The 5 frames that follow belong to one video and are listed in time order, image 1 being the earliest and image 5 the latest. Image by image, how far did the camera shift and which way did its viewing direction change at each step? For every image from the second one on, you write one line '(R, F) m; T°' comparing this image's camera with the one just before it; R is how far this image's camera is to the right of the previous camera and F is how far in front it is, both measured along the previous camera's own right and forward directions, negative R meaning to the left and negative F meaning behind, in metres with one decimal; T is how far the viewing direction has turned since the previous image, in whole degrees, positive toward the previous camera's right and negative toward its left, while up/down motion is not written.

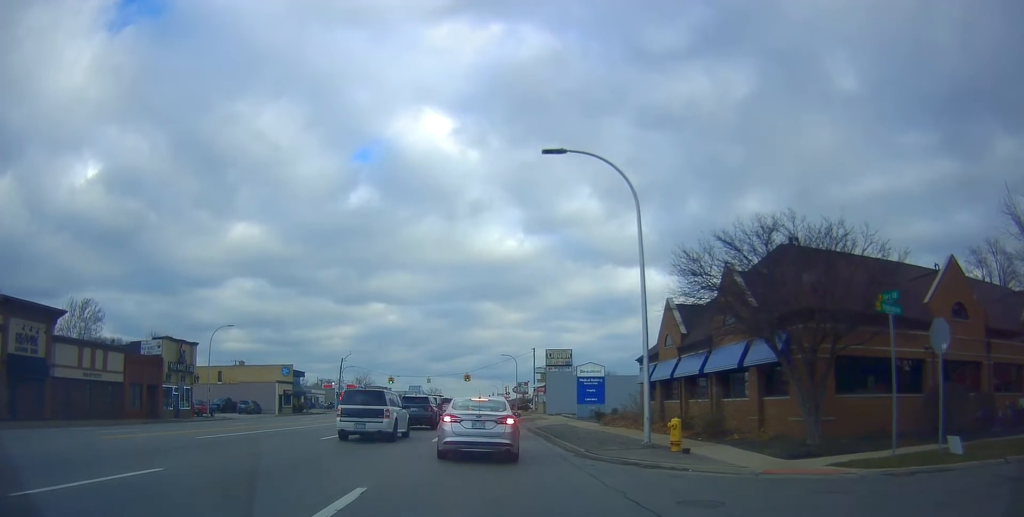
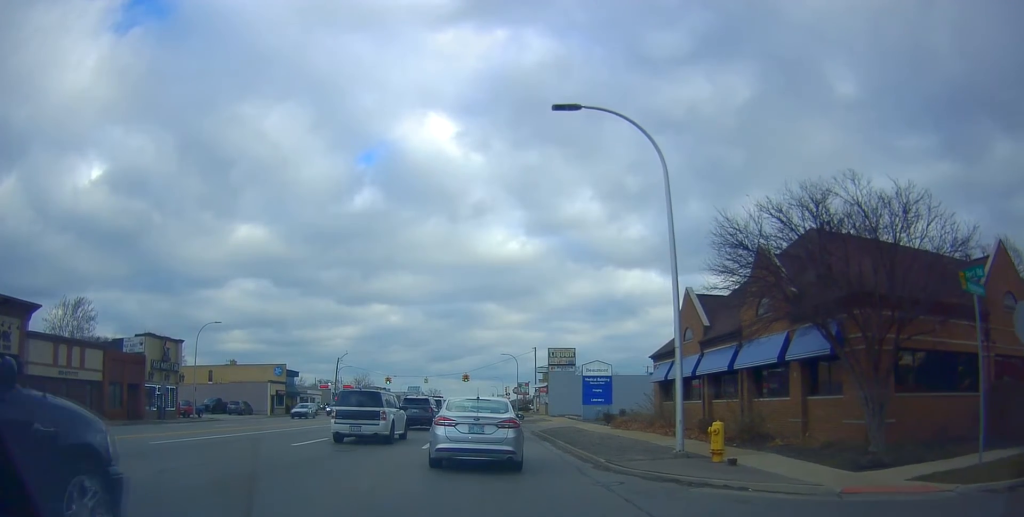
(0.0, +2.4) m; 0°
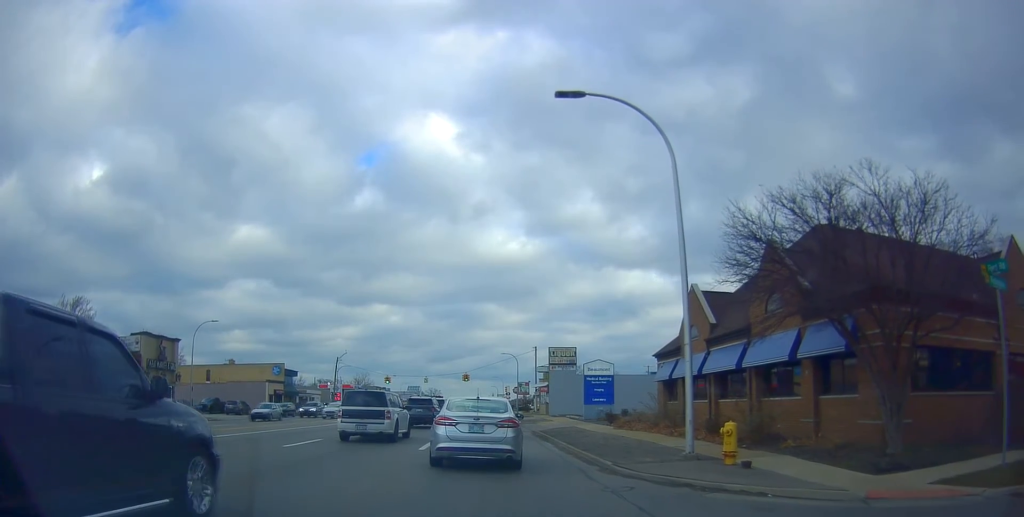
(0.0, +0.7) m; 0°
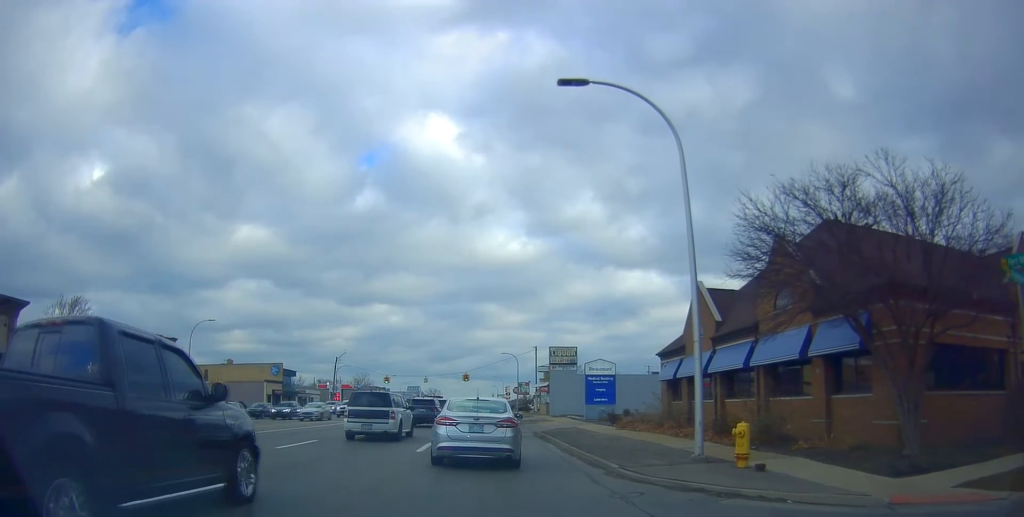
(0.0, +0.7) m; 0°
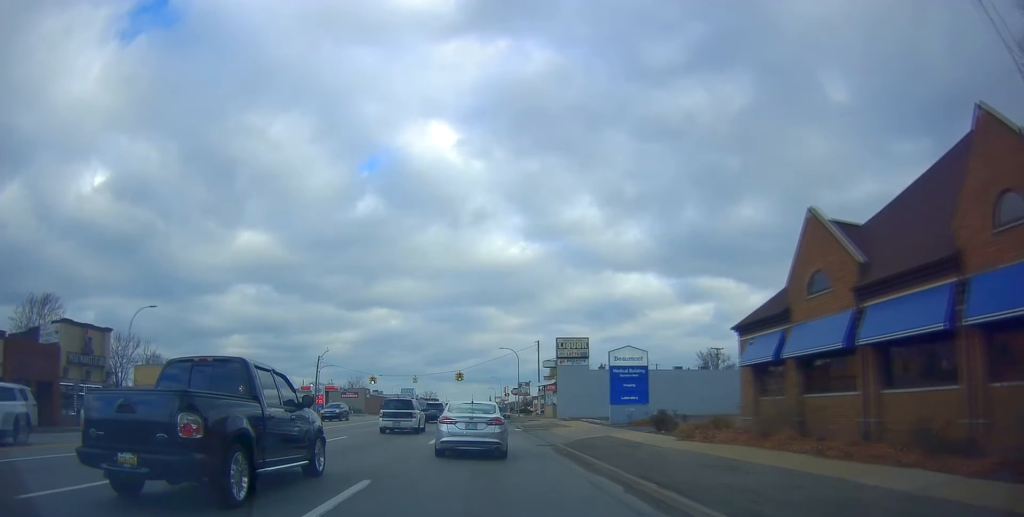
(-1.1, +10.0) m; -4°
